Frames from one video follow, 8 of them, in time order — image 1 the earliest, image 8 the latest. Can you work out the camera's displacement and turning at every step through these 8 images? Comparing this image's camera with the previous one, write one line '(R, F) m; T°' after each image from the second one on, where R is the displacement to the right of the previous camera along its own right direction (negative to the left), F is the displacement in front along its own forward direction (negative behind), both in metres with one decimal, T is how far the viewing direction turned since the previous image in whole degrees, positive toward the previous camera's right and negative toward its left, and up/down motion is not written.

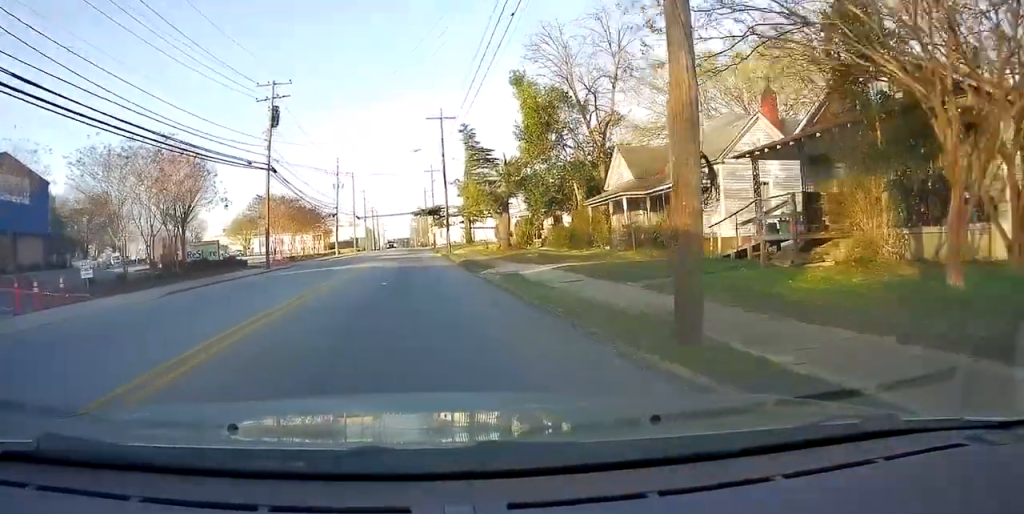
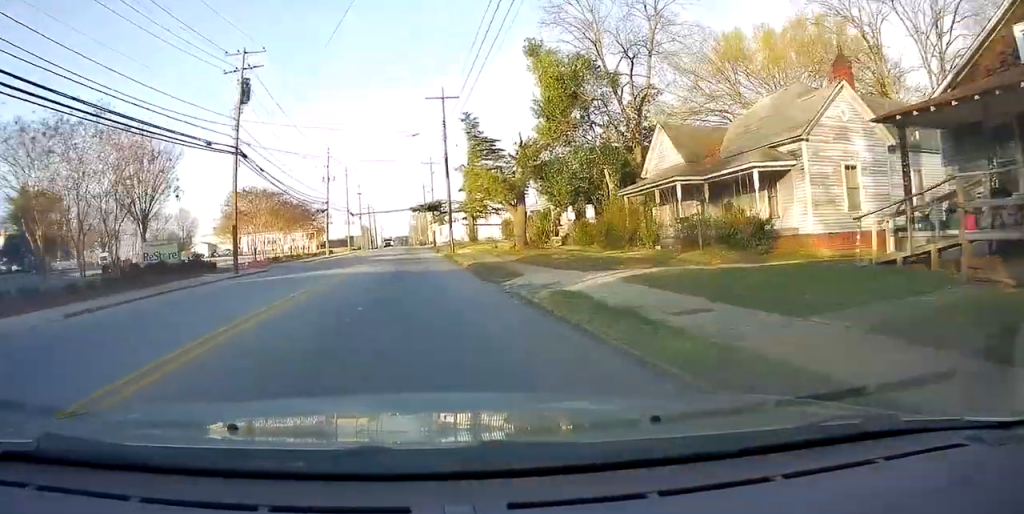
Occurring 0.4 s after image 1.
(-0.2, +6.3) m; 0°
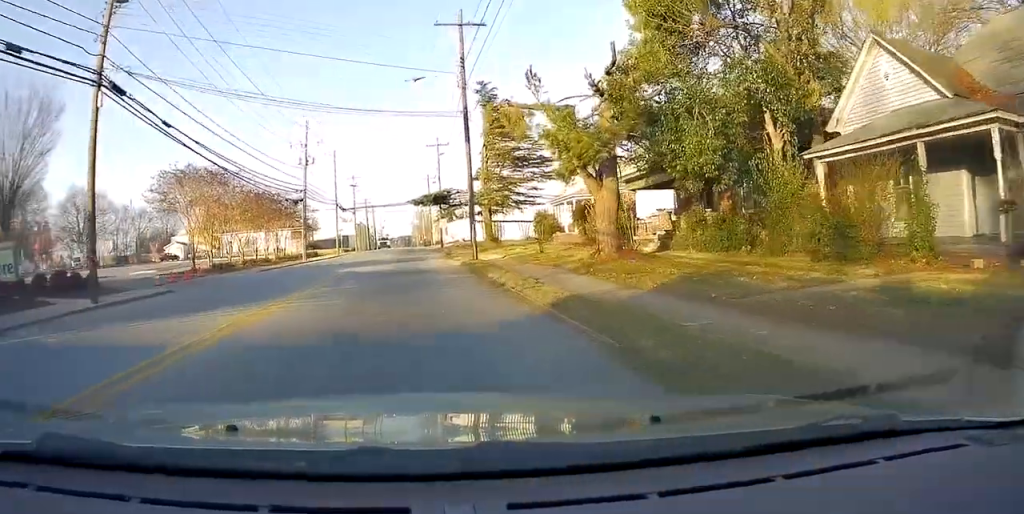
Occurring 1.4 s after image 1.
(-0.1, +14.3) m; 0°
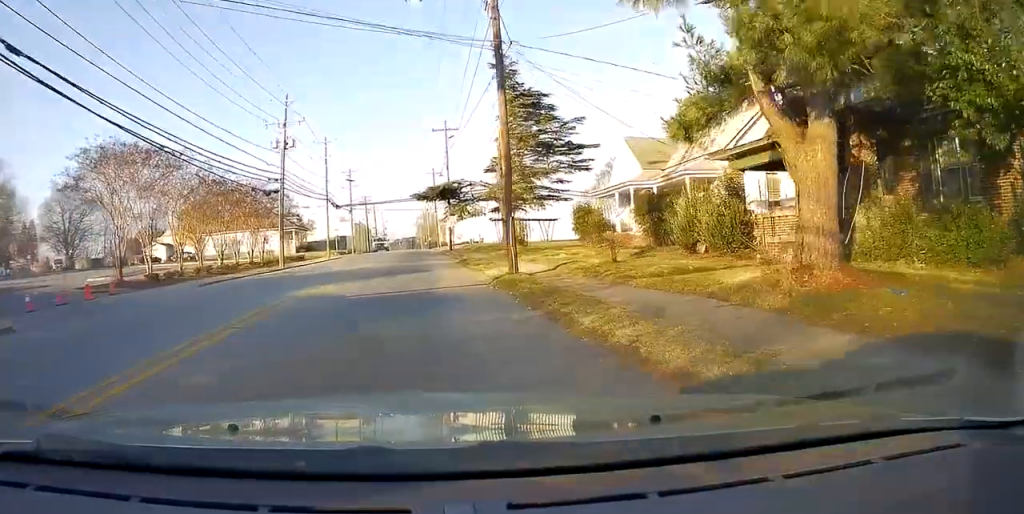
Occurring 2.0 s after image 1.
(+0.1, +9.6) m; 0°
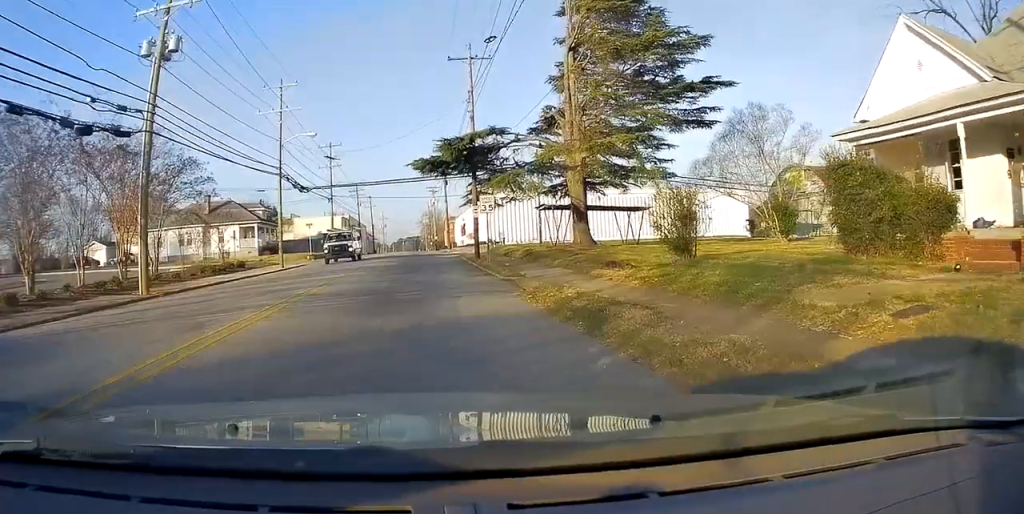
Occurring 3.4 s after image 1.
(-0.3, +21.0) m; 0°
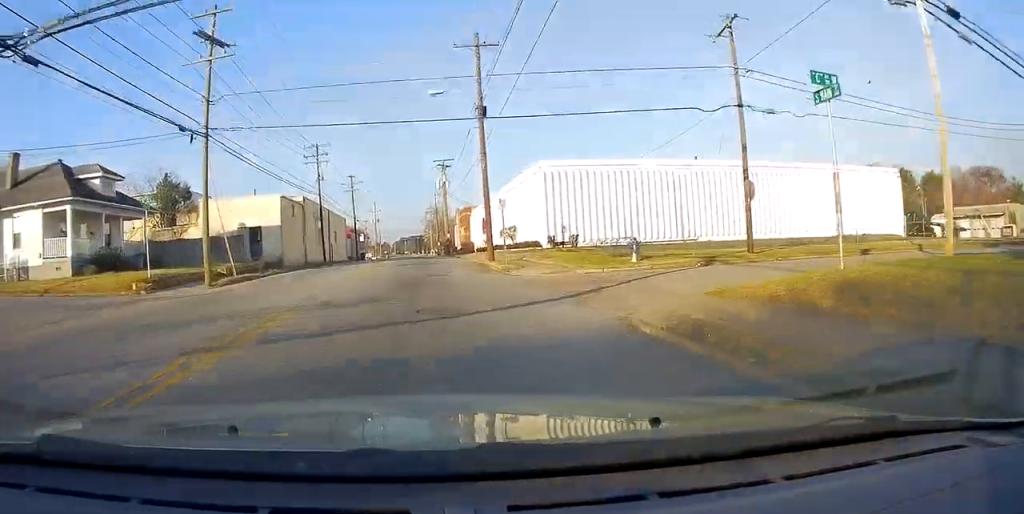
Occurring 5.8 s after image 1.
(-0.2, +35.5) m; 0°
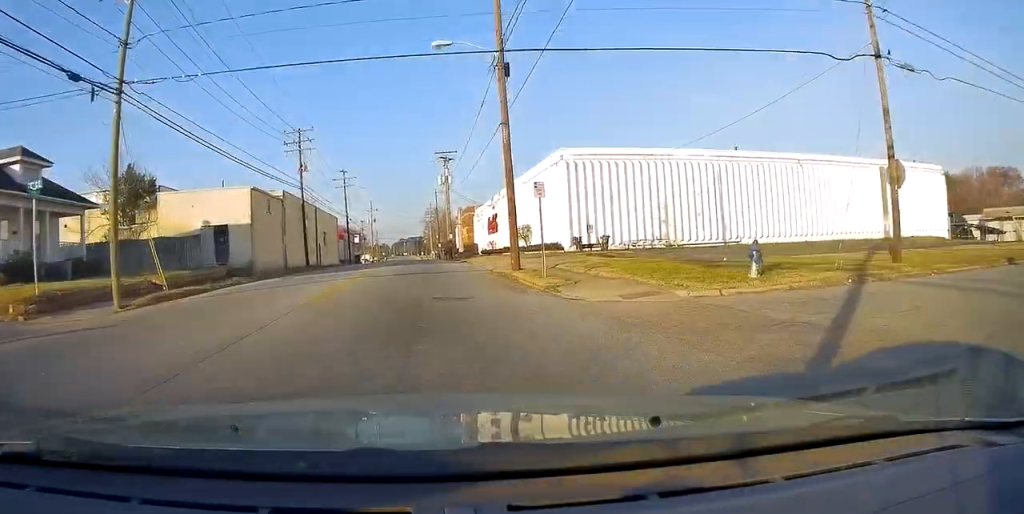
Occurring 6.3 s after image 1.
(+0.1, +7.6) m; 0°
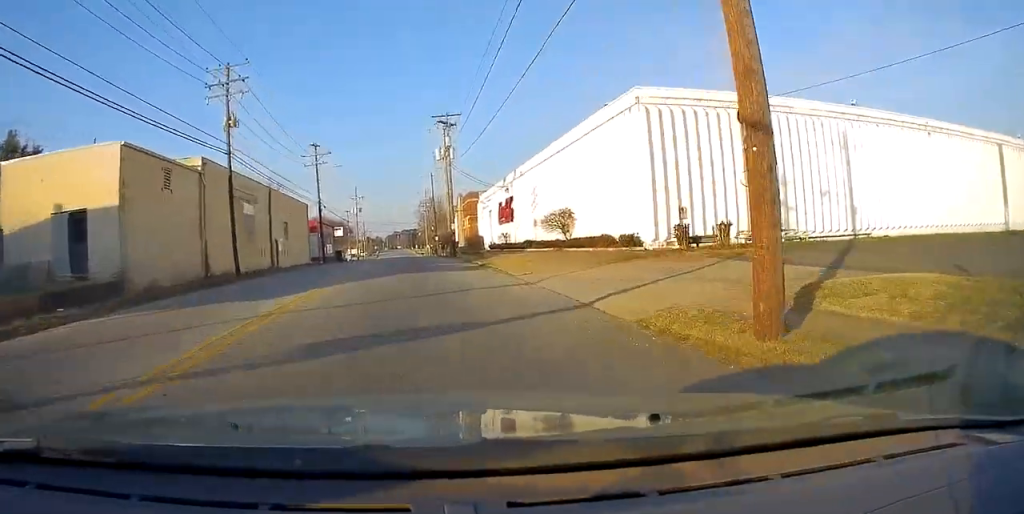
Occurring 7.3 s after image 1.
(+0.1, +15.7) m; 0°
